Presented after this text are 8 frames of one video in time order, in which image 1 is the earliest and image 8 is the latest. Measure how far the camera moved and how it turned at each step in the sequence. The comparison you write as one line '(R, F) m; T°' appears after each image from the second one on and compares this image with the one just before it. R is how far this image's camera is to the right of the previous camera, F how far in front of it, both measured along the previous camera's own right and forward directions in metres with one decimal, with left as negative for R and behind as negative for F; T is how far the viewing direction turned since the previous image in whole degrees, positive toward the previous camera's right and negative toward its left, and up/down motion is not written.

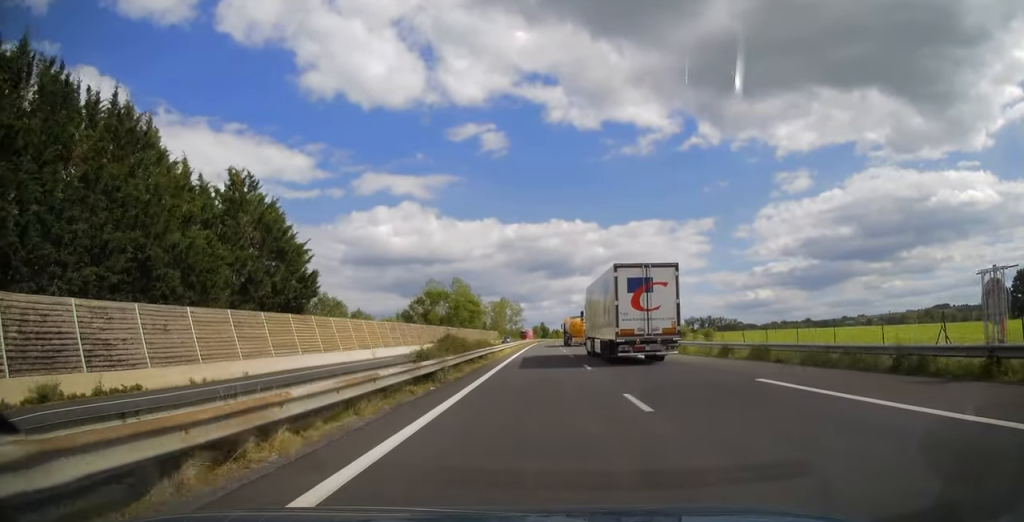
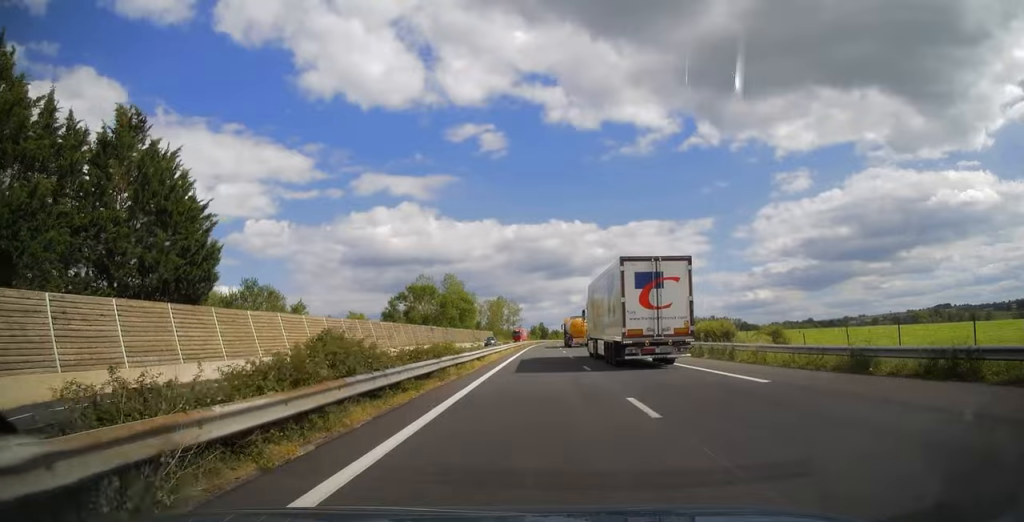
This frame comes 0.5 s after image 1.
(0.0, +13.7) m; 0°
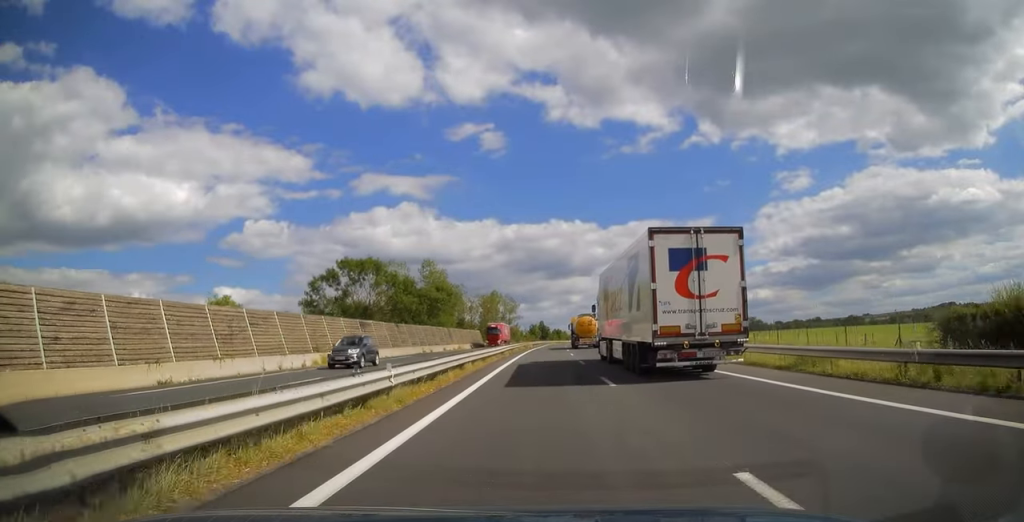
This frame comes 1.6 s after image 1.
(+0.1, +32.8) m; 0°
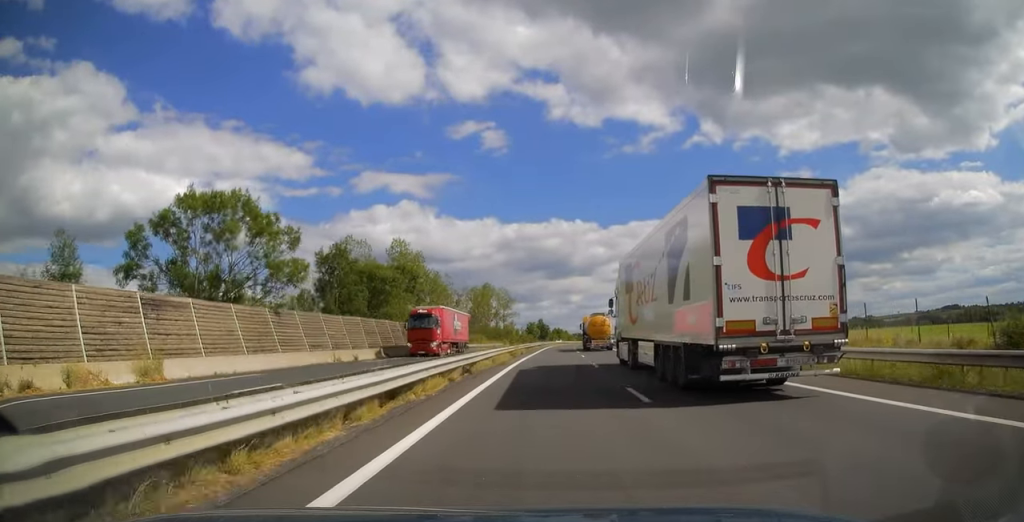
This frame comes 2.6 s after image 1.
(+0.1, +29.8) m; 0°
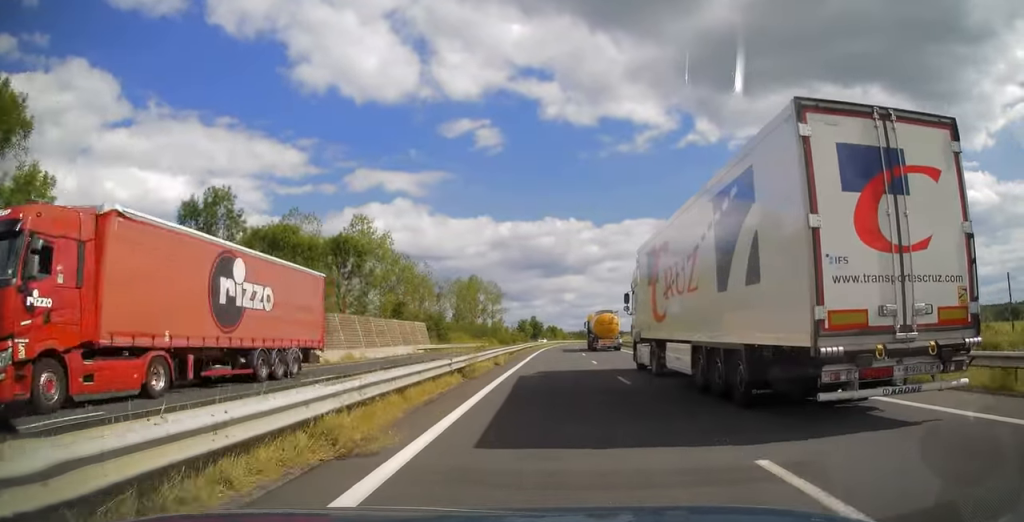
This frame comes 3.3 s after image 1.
(-0.2, +21.5) m; 0°
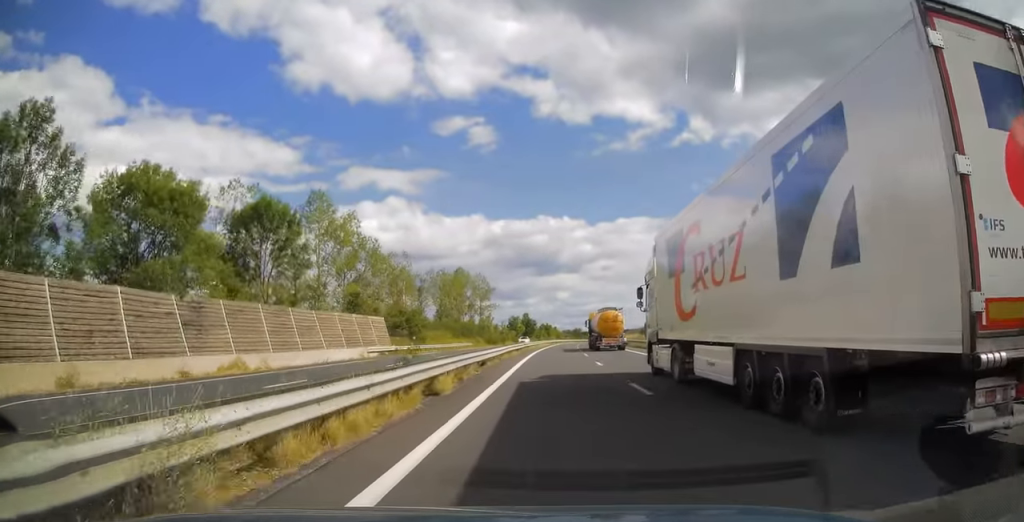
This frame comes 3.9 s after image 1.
(+0.2, +15.7) m; +1°
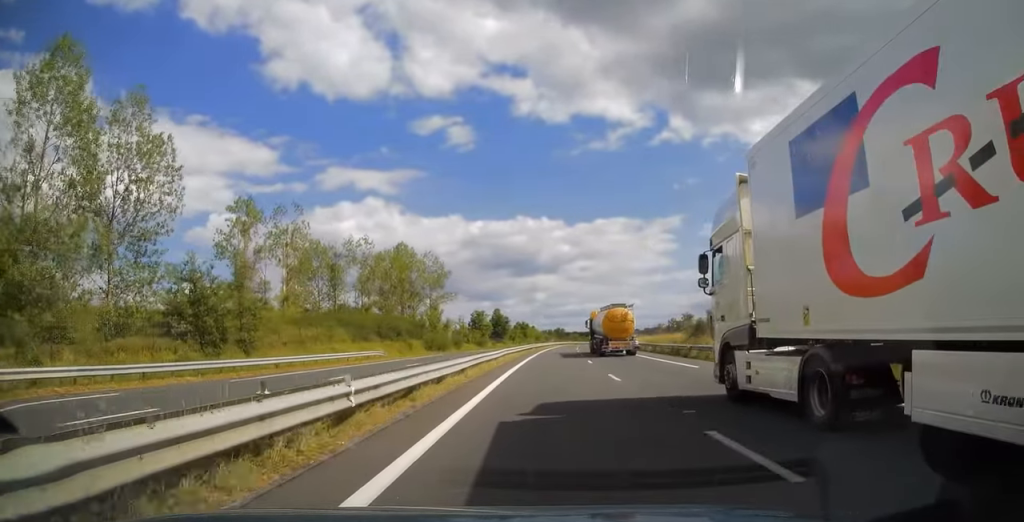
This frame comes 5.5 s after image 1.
(+0.7, +47.1) m; +2°
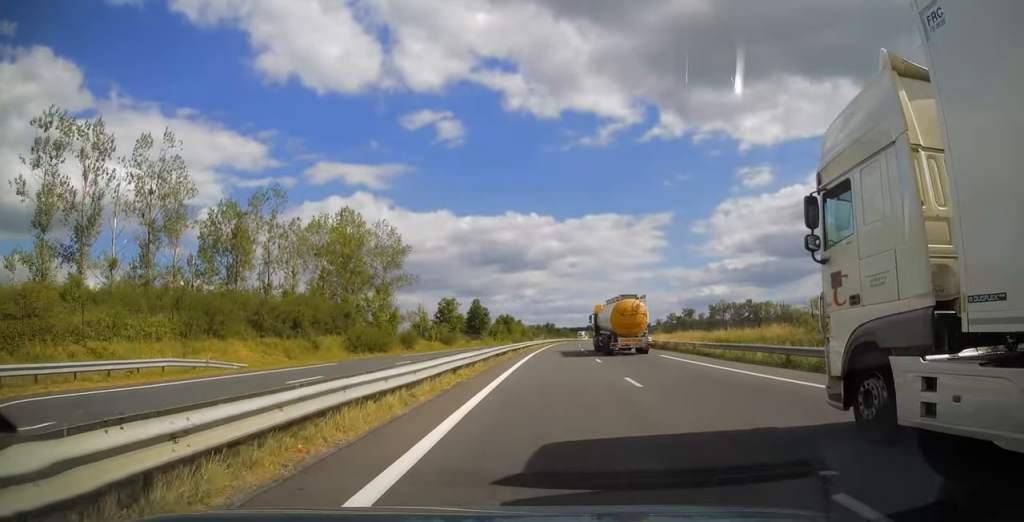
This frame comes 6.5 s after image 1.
(+0.3, +29.5) m; +1°
